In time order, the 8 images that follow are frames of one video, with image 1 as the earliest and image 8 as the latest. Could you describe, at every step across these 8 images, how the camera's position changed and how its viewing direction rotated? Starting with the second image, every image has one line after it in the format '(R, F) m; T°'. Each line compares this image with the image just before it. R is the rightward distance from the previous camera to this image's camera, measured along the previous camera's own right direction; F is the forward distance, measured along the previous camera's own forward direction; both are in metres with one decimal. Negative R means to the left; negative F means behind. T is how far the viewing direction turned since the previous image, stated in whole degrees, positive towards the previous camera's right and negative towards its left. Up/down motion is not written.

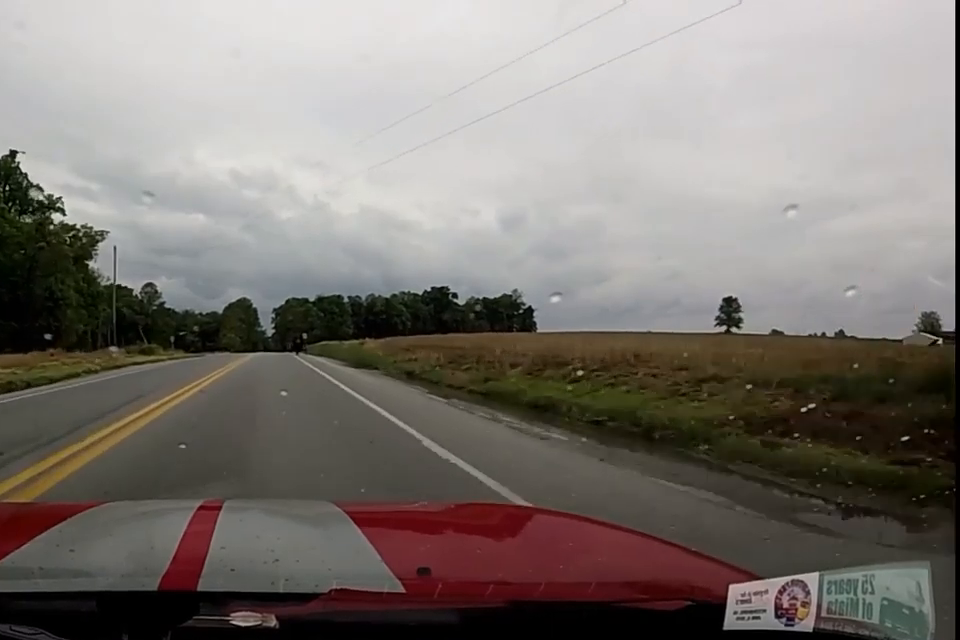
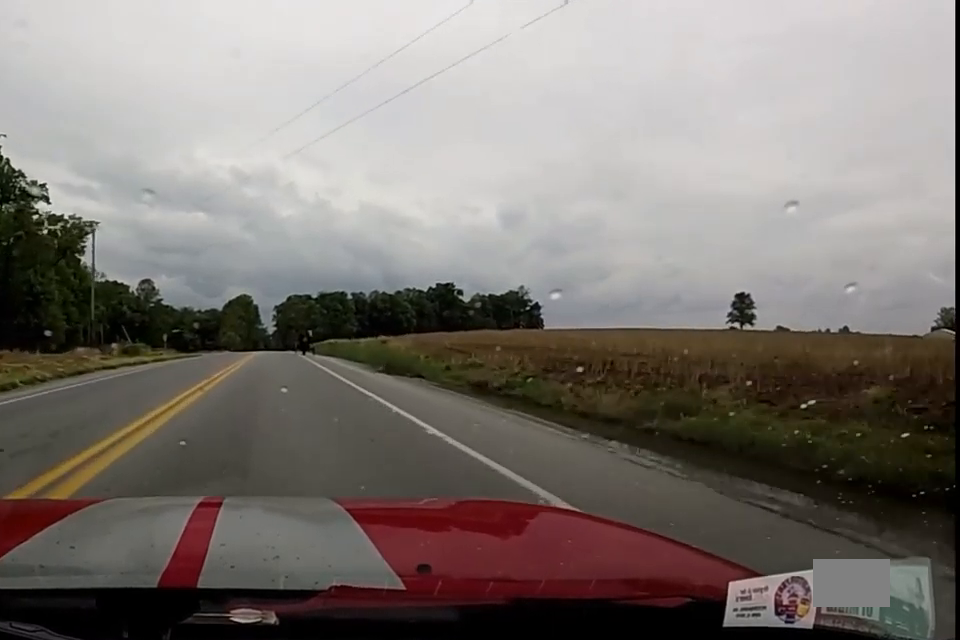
(-0.4, +8.1) m; -1°
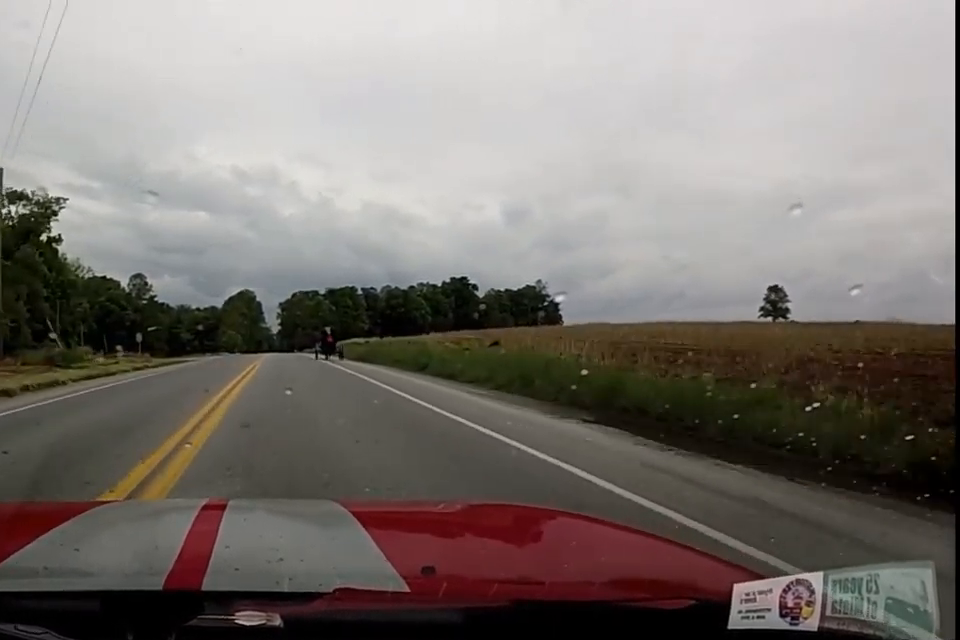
(+0.4, +18.7) m; -2°
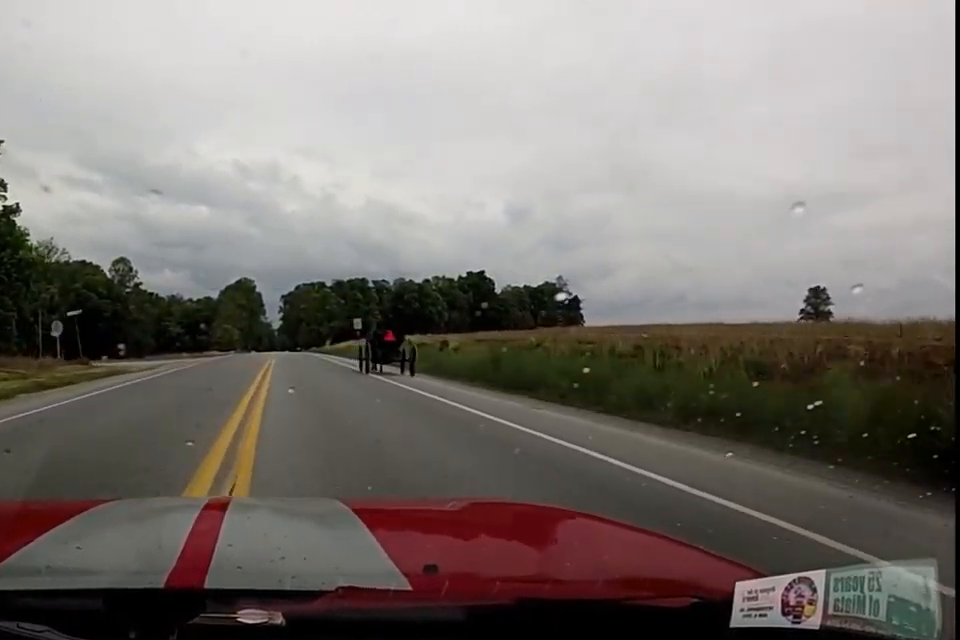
(-0.8, +22.9) m; +2°
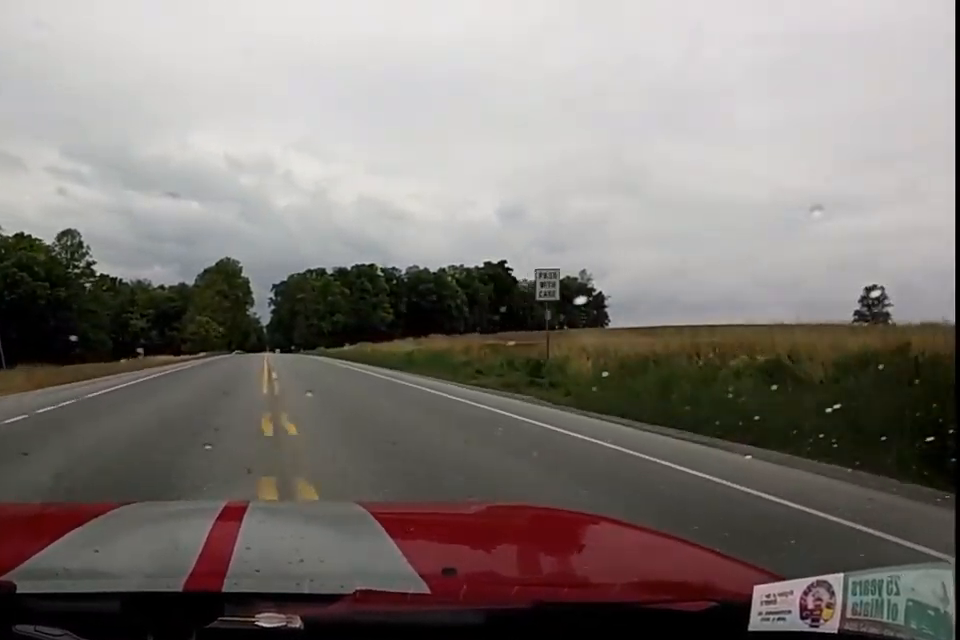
(+0.9, +34.6) m; +2°
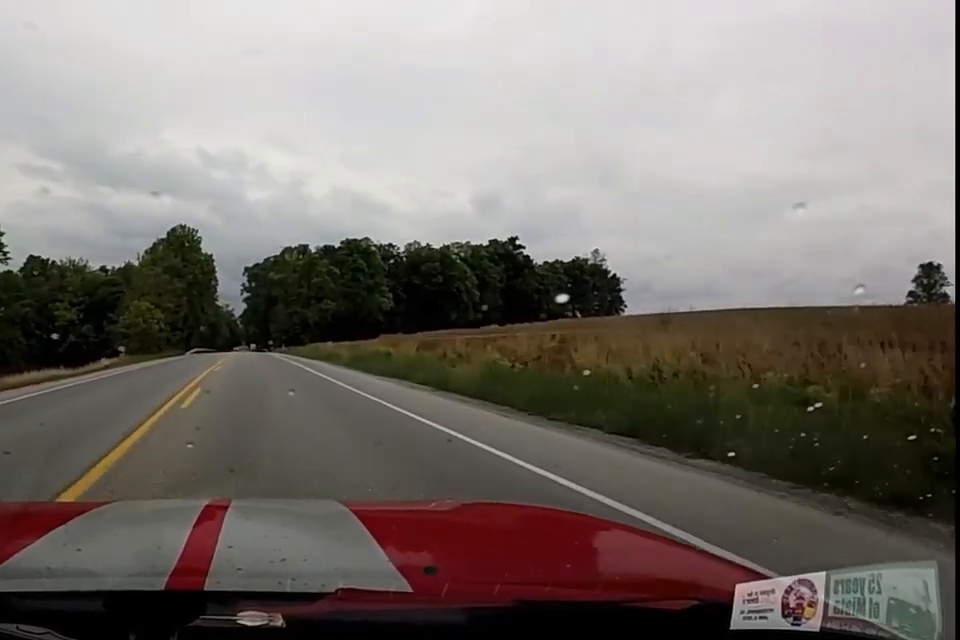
(+0.5, +32.0) m; +1°
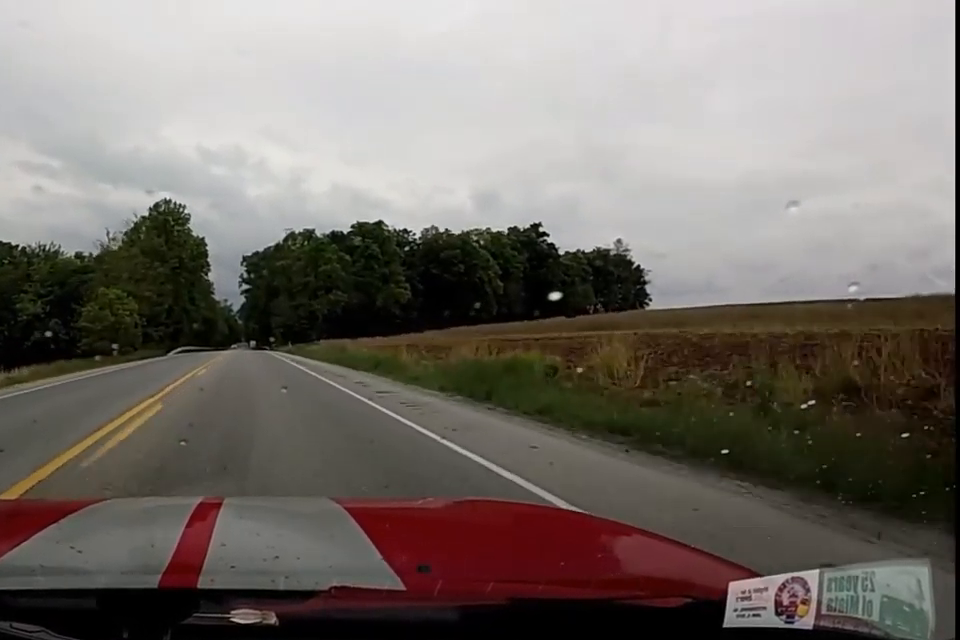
(-0.2, +15.9) m; +1°
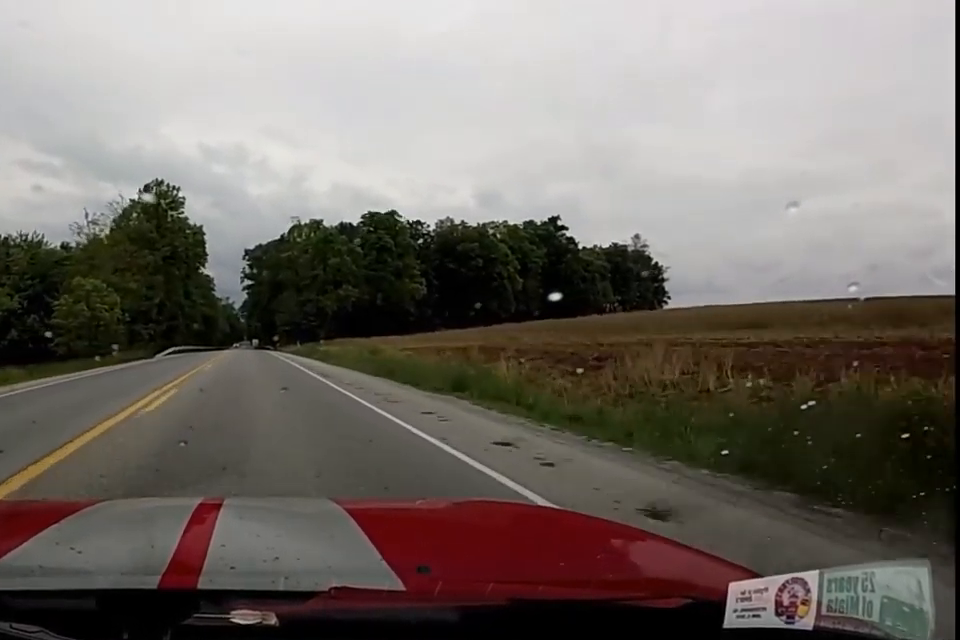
(+0.8, +9.0) m; 0°
